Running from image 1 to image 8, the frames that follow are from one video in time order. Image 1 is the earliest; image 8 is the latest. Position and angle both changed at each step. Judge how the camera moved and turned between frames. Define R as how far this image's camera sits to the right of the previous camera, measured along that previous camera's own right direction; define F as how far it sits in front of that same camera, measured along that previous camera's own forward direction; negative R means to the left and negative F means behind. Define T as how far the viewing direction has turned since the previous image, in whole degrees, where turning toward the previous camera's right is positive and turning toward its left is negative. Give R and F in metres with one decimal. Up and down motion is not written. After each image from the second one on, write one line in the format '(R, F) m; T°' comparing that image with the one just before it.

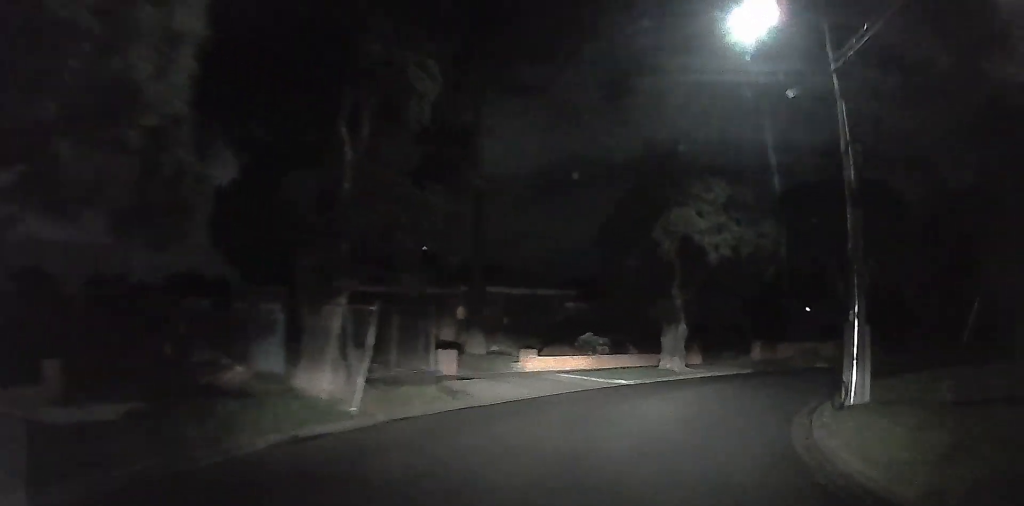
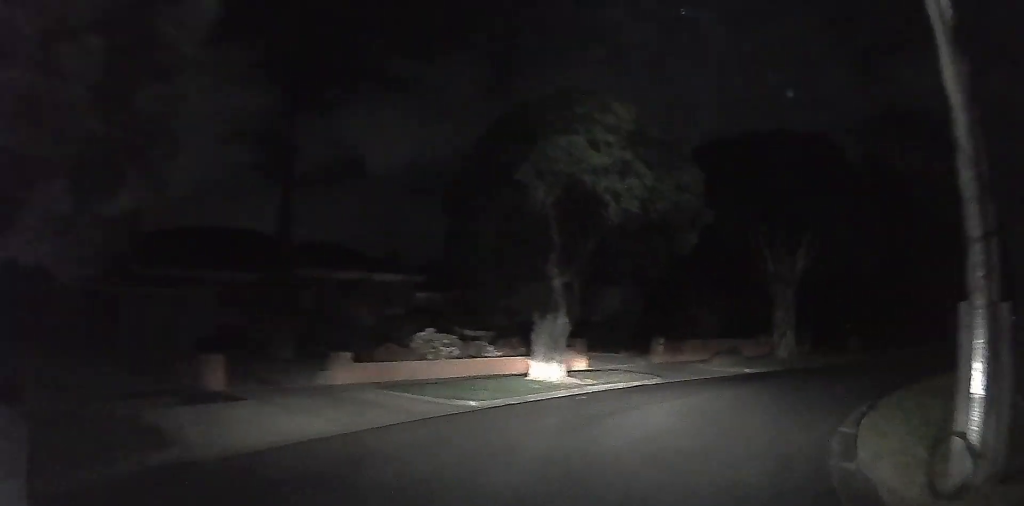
(+1.5, +9.1) m; +5°
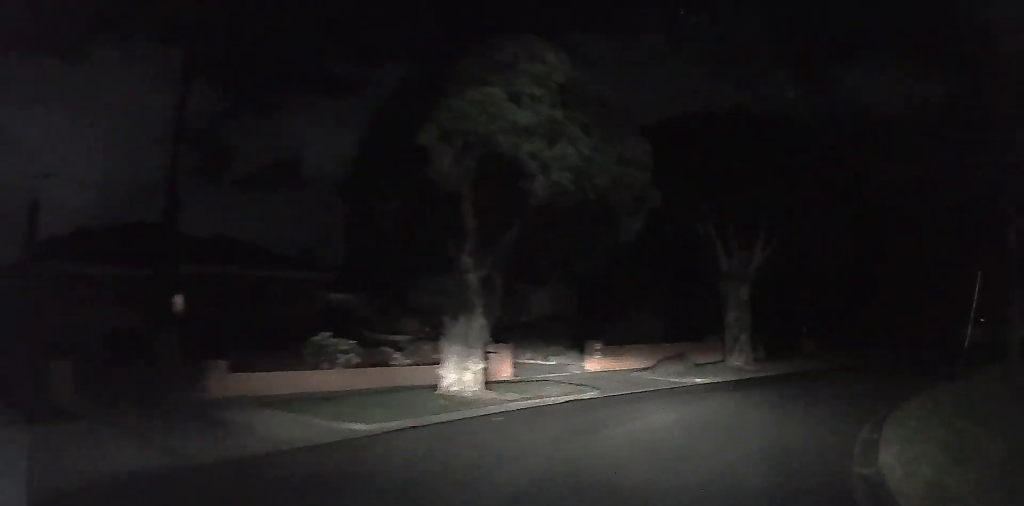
(-0.3, +3.4) m; -2°
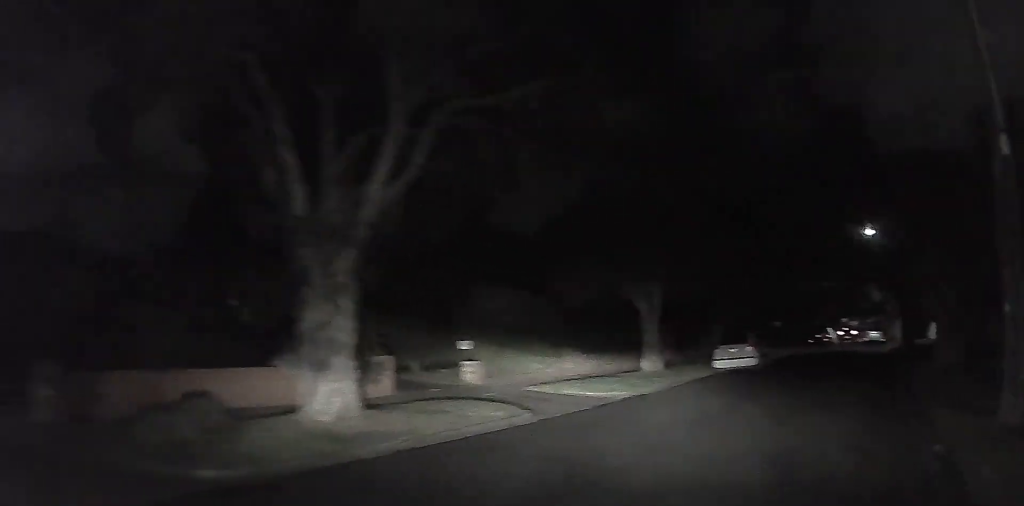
(-0.8, +13.1) m; -7°
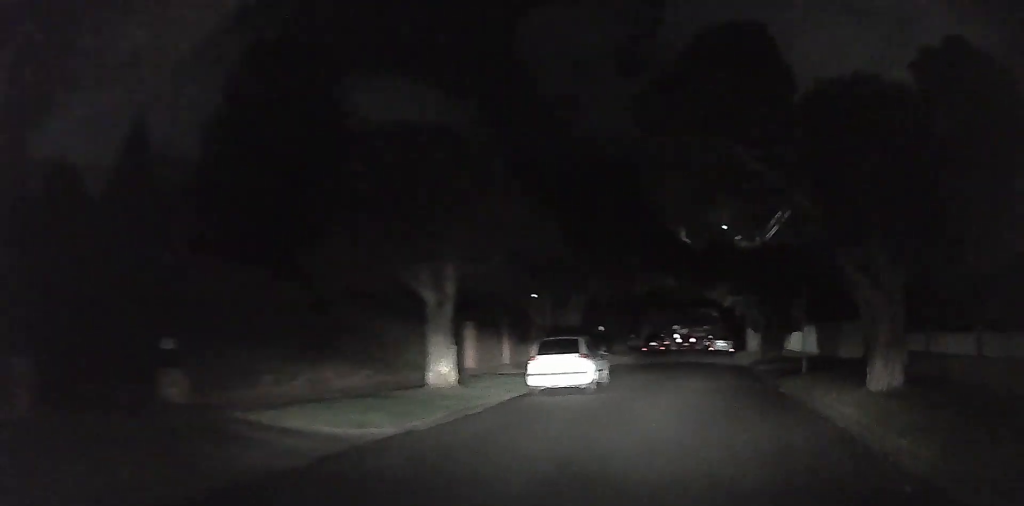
(-0.3, +5.6) m; -3°
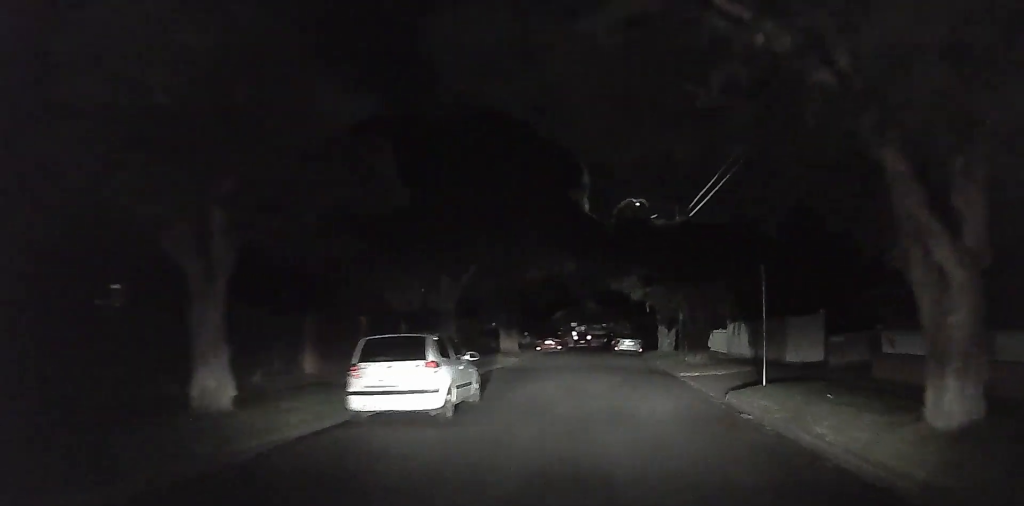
(0.0, +5.2) m; +8°
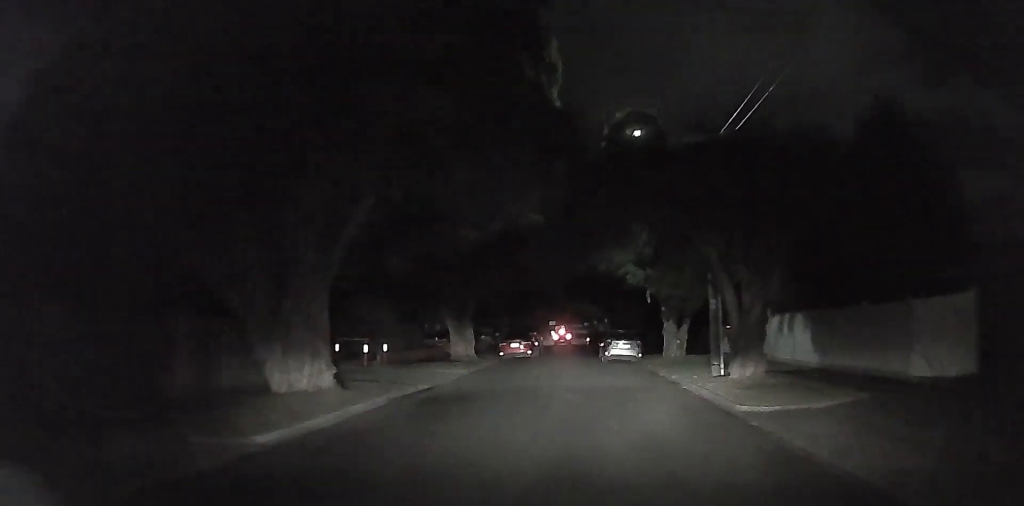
(+1.4, +10.1) m; +6°
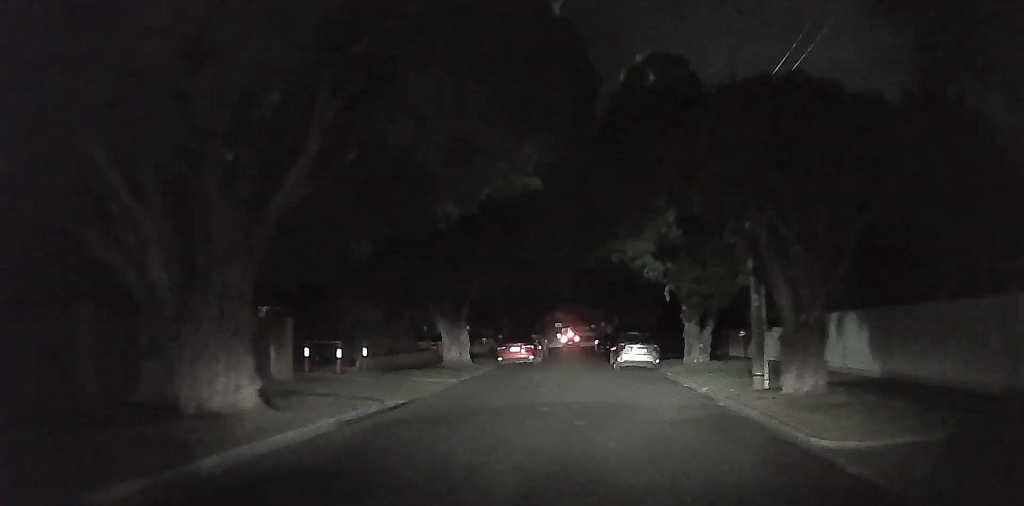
(+0.2, +3.8) m; -5°
